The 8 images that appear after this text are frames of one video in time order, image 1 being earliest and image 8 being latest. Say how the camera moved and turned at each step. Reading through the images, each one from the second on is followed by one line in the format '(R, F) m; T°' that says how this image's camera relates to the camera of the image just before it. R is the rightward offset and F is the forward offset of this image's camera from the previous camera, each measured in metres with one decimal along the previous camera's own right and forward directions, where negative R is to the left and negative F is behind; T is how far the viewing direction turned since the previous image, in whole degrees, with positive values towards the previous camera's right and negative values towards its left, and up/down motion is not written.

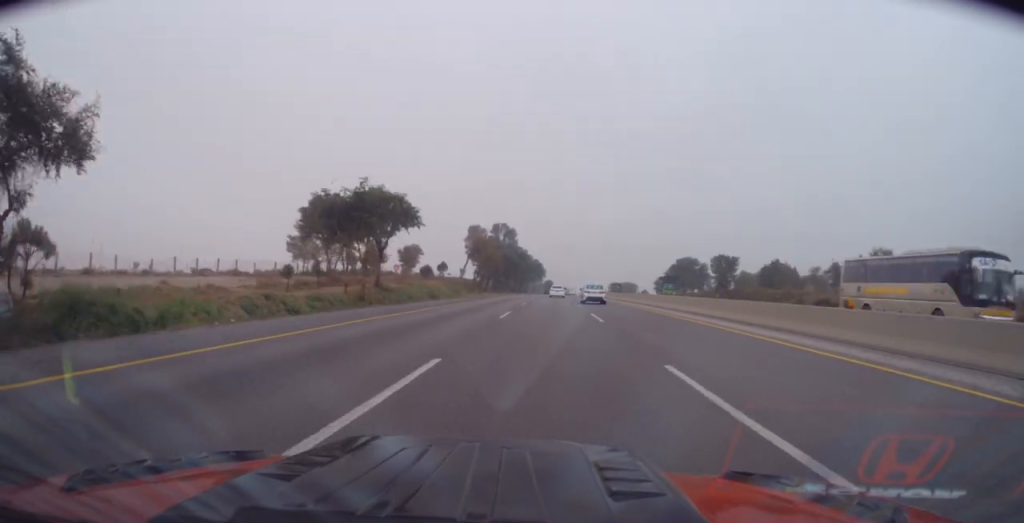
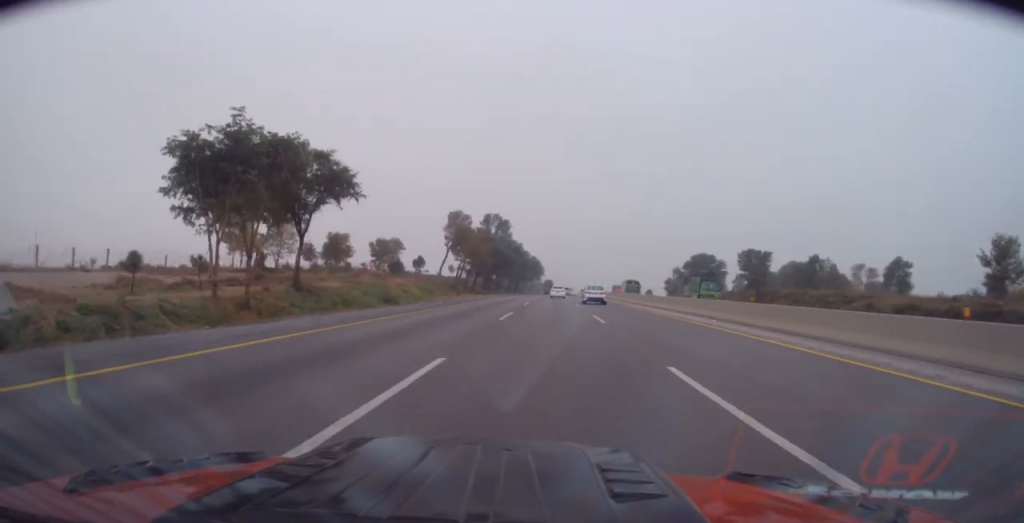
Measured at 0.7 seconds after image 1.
(0.0, +17.9) m; 0°
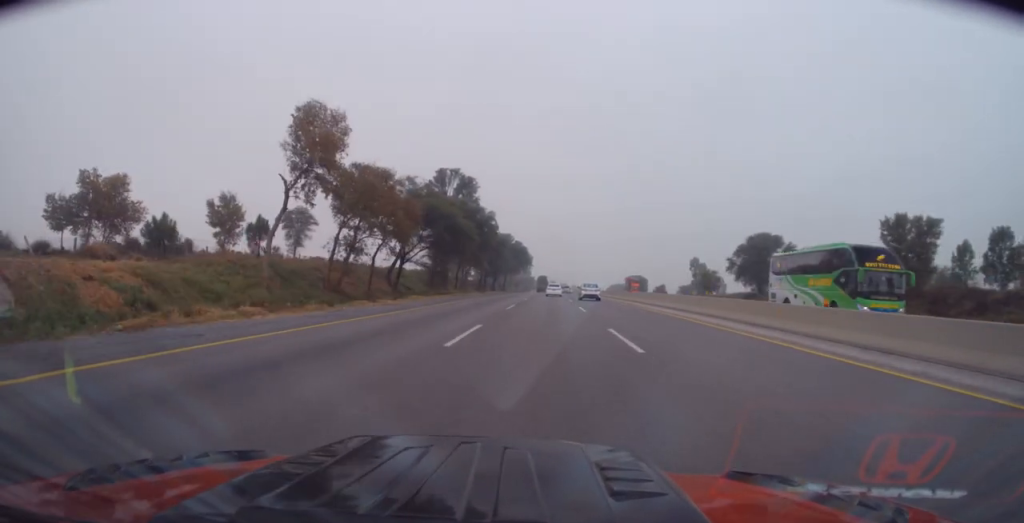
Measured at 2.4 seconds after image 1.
(0.0, +46.3) m; 0°
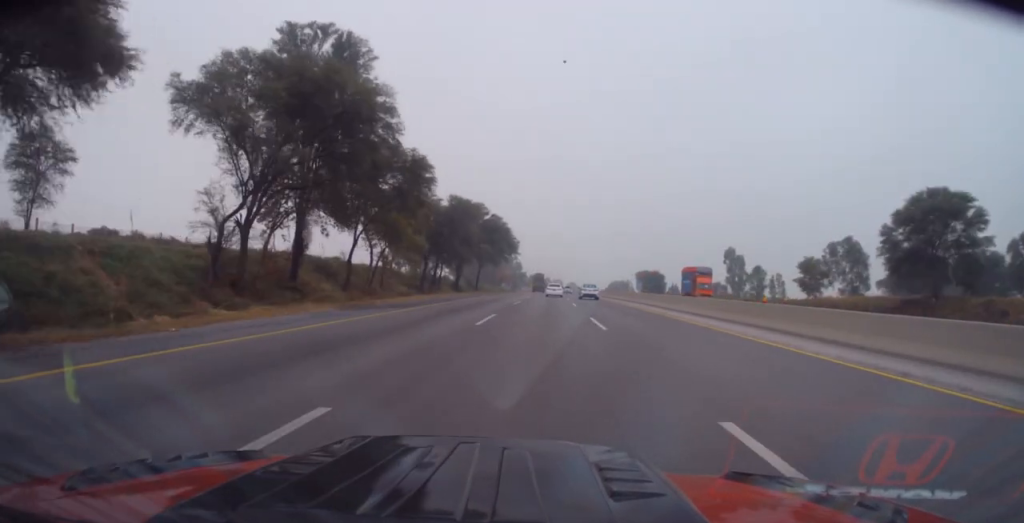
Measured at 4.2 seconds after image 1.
(+0.5, +47.9) m; +1°
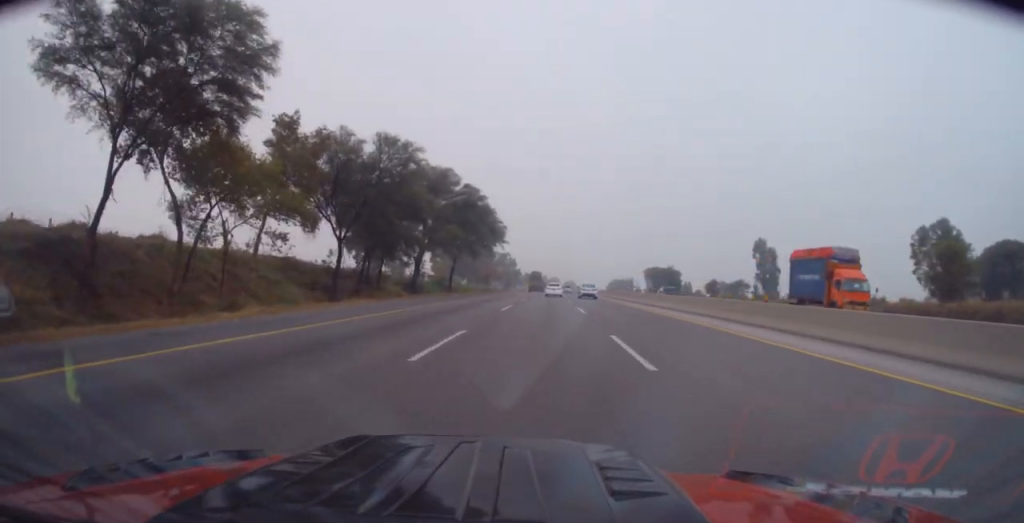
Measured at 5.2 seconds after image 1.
(-0.2, +26.5) m; 0°
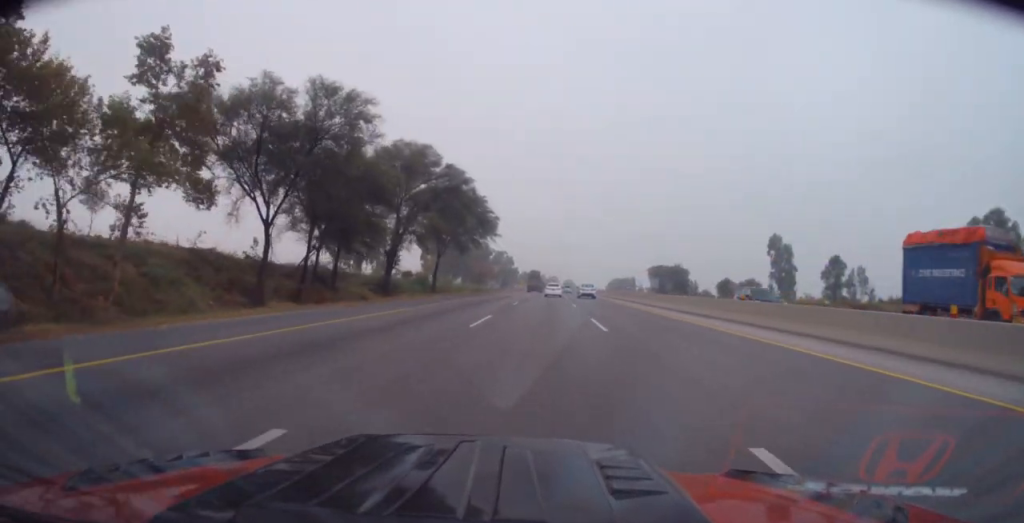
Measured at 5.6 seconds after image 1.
(+0.1, +10.6) m; 0°
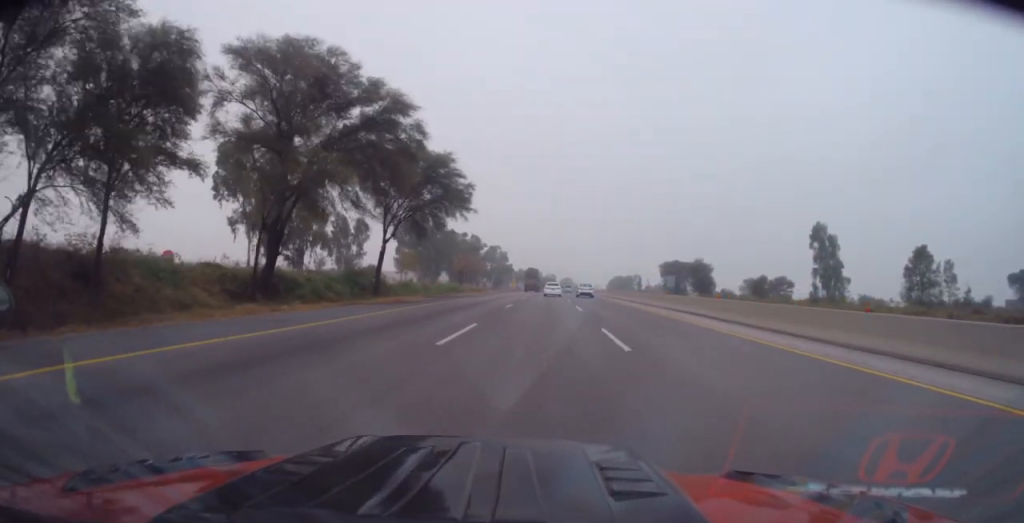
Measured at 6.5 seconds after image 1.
(+0.1, +22.9) m; 0°
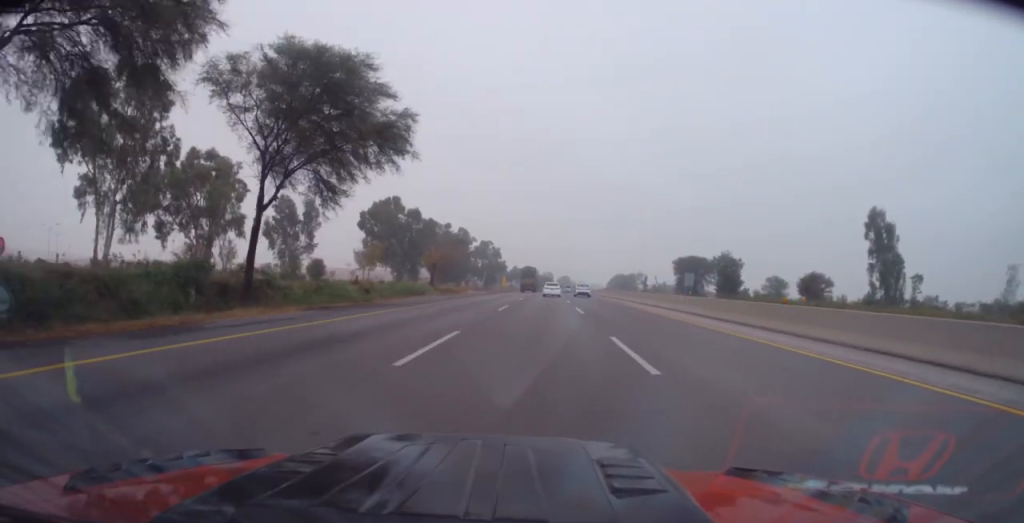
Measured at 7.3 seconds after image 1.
(0.0, +21.2) m; 0°
